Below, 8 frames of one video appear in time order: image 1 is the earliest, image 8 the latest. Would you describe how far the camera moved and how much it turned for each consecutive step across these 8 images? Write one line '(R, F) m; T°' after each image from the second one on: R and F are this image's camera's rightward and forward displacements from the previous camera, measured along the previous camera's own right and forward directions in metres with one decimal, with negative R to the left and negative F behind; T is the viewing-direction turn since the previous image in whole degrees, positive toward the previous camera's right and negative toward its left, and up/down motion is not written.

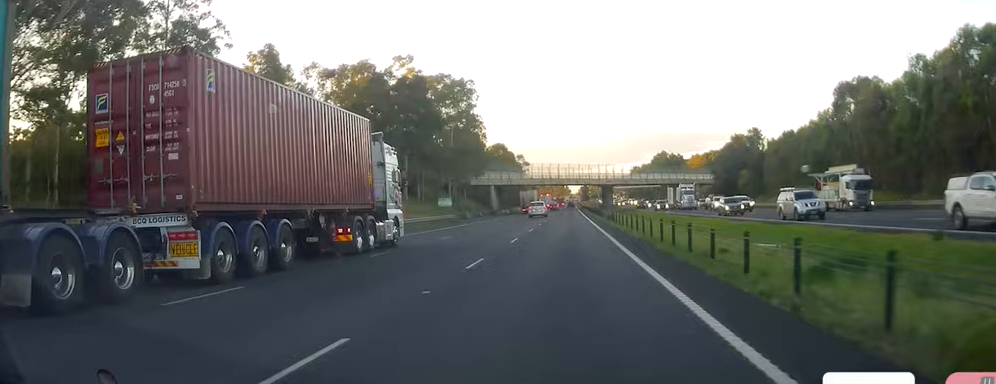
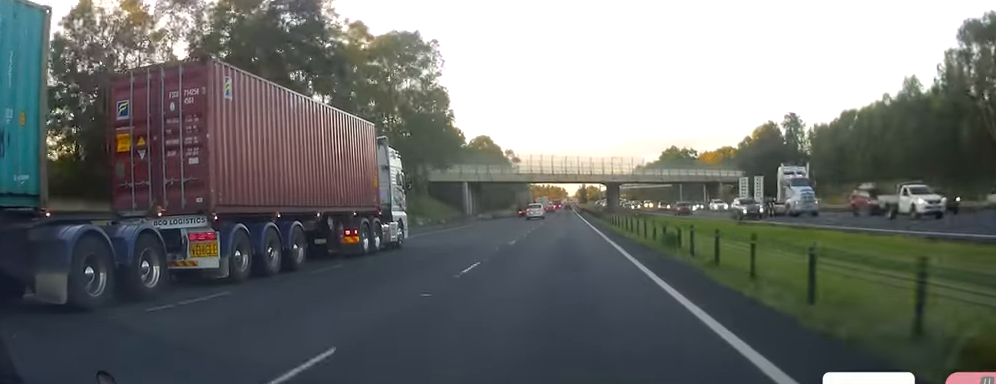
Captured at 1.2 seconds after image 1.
(0.0, +34.0) m; 0°
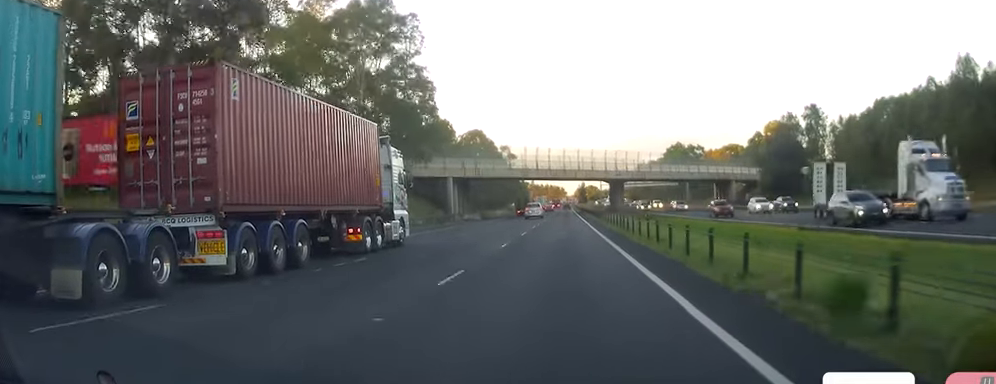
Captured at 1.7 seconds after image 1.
(0.0, +13.7) m; 0°
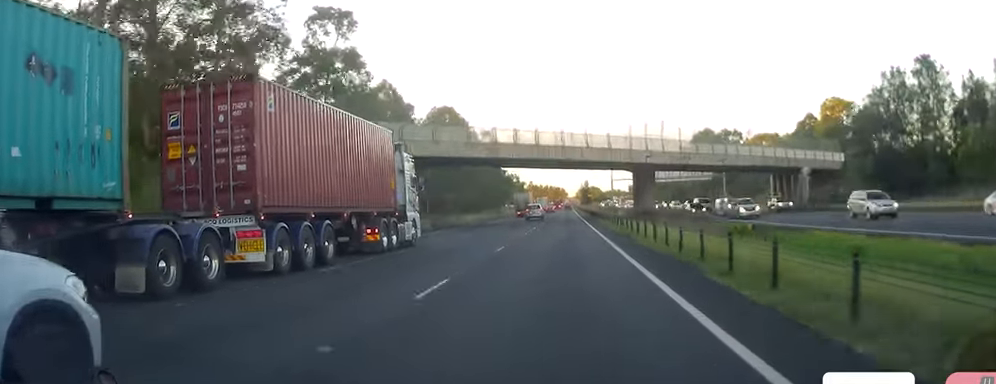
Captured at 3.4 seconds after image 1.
(0.0, +46.1) m; 0°
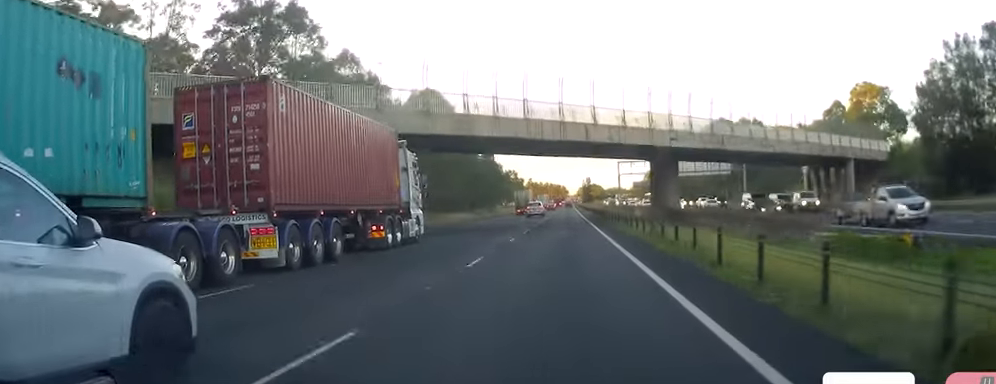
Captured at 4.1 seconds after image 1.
(0.0, +17.1) m; 0°
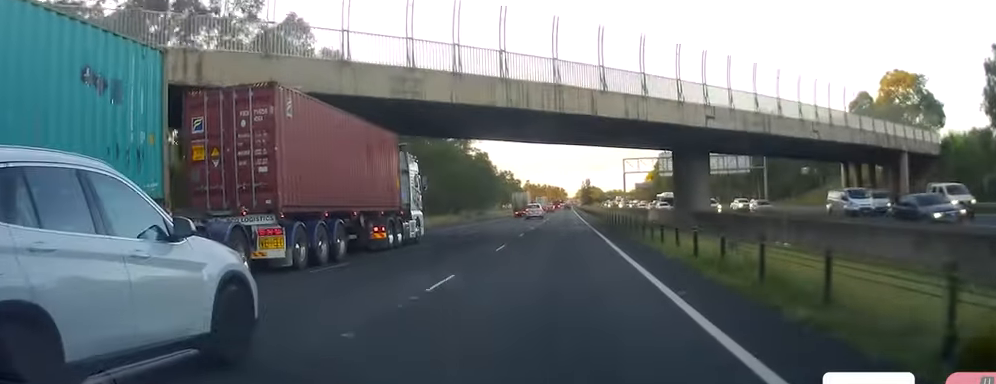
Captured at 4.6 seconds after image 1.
(0.0, +15.3) m; 0°
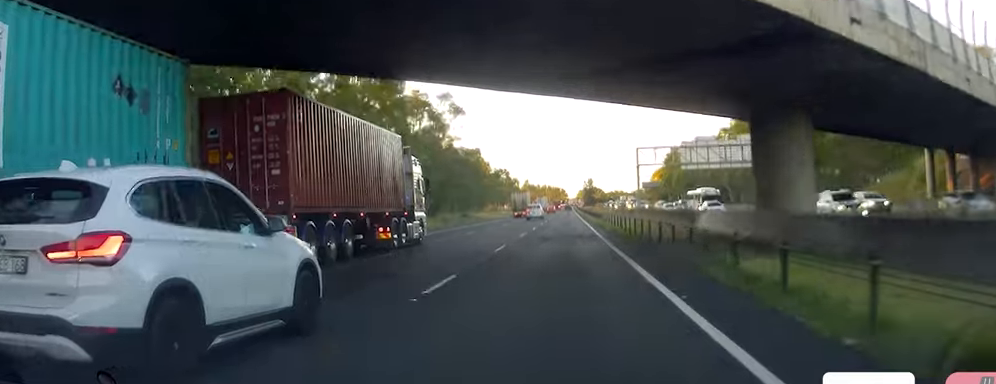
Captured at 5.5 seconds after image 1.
(-0.1, +22.4) m; 0°
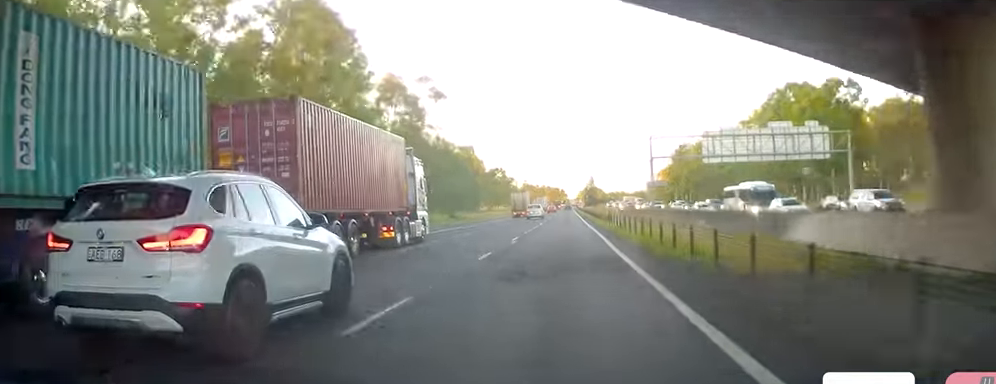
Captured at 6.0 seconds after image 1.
(0.0, +15.2) m; 0°
